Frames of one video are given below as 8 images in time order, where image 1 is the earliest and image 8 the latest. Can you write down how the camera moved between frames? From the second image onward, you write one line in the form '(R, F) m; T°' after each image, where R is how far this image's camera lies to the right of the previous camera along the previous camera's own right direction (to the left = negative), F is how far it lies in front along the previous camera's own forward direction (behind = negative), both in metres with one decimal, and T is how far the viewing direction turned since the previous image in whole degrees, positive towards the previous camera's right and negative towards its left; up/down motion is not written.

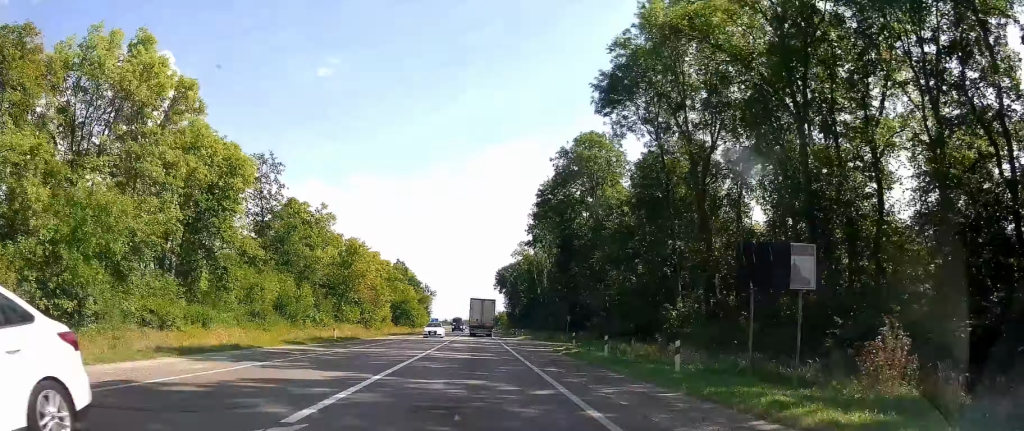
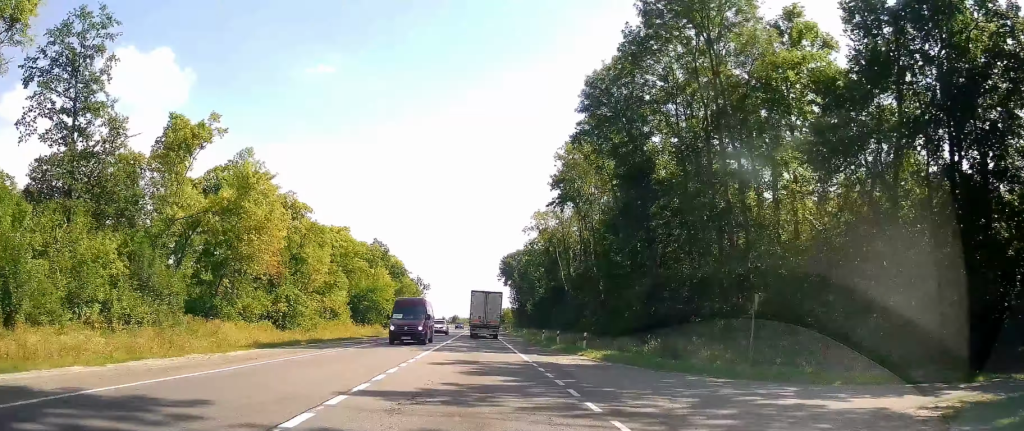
(+0.1, +43.5) m; 0°
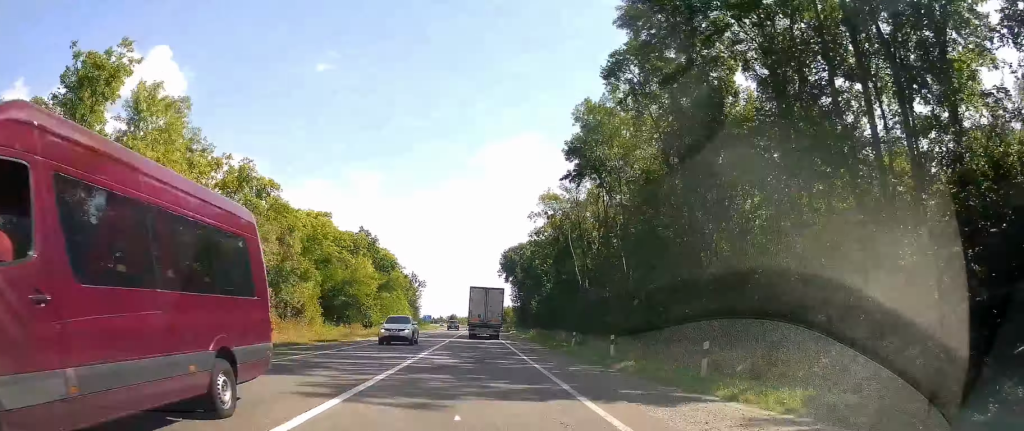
(-0.2, +16.2) m; 0°
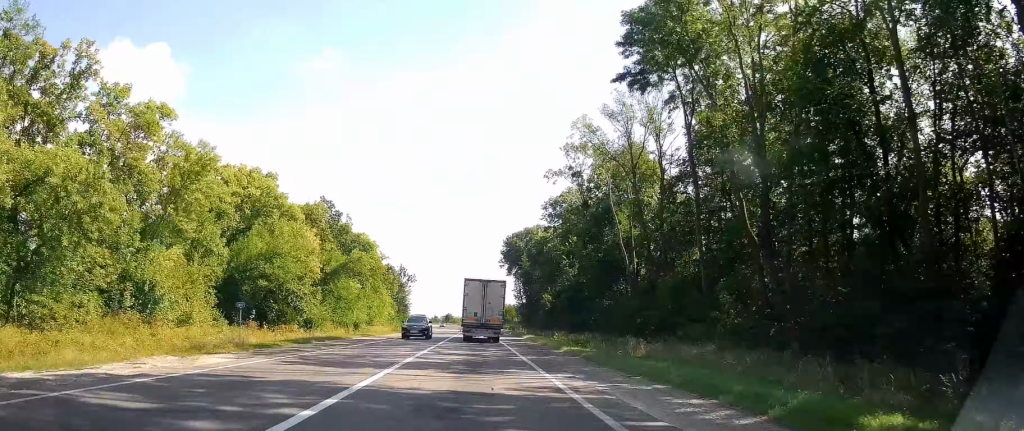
(-0.3, +33.2) m; 0°
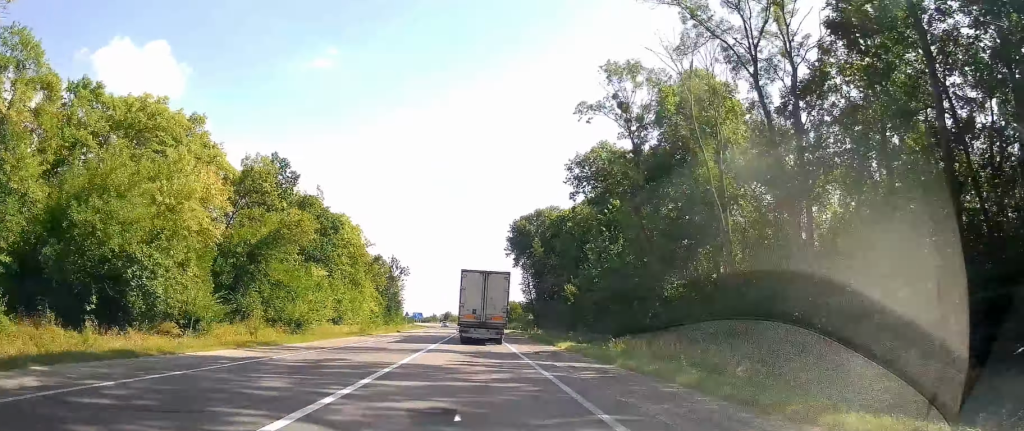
(0.0, +26.3) m; 0°
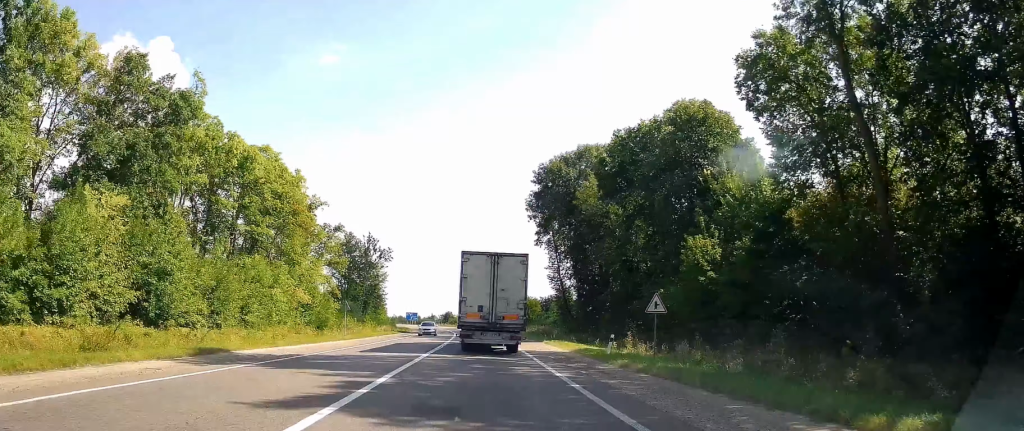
(+0.3, +53.4) m; +1°
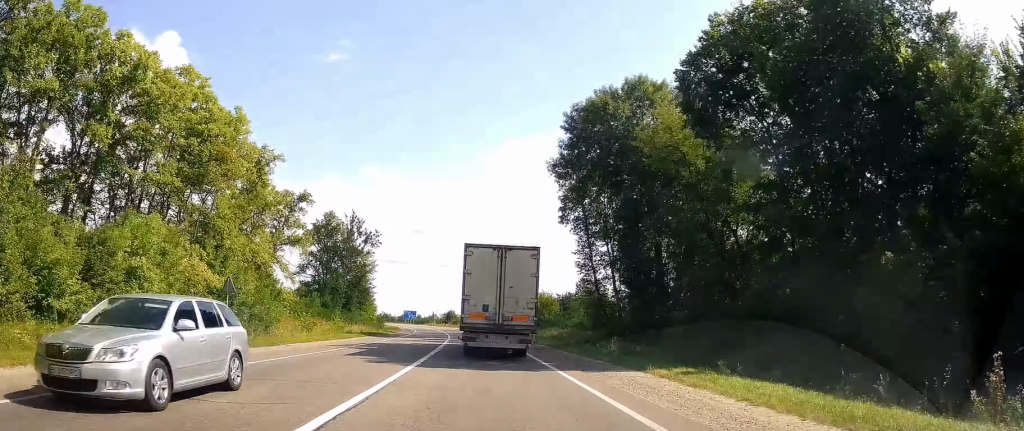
(+0.1, +29.1) m; 0°
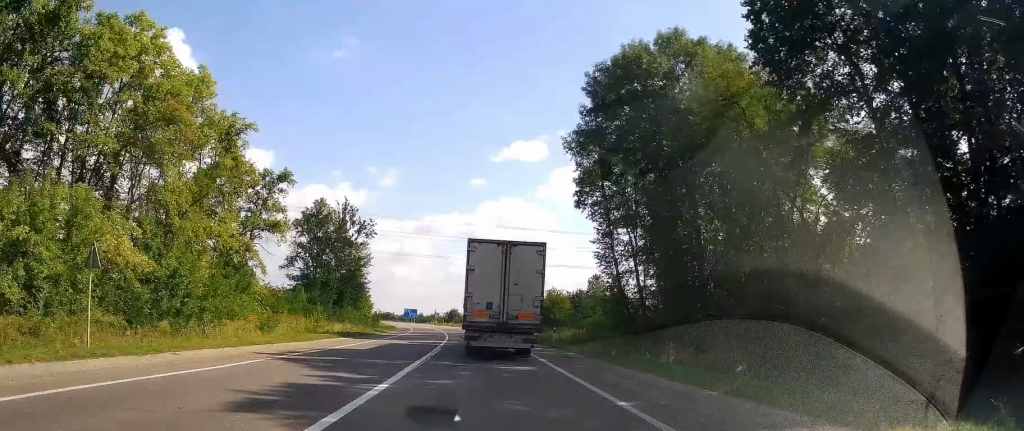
(+0.1, +11.6) m; 0°
